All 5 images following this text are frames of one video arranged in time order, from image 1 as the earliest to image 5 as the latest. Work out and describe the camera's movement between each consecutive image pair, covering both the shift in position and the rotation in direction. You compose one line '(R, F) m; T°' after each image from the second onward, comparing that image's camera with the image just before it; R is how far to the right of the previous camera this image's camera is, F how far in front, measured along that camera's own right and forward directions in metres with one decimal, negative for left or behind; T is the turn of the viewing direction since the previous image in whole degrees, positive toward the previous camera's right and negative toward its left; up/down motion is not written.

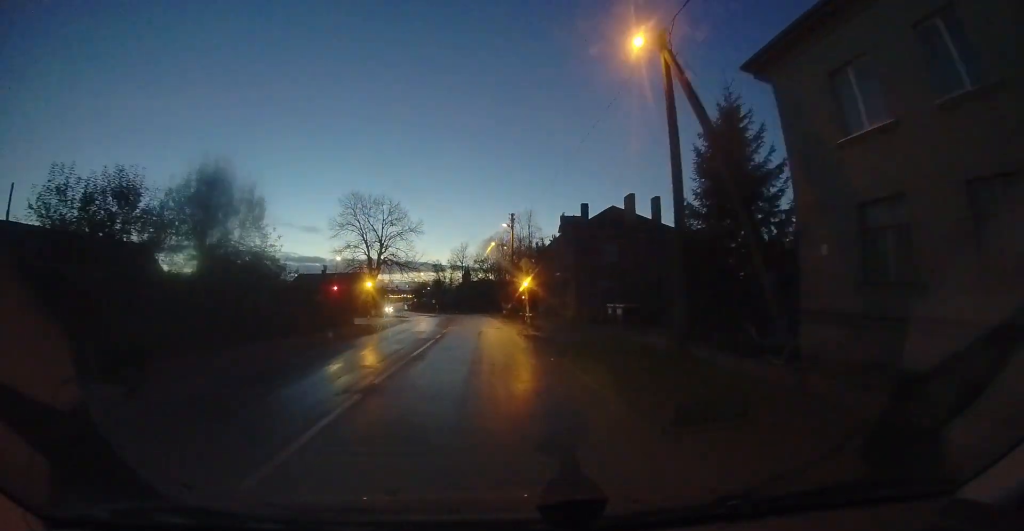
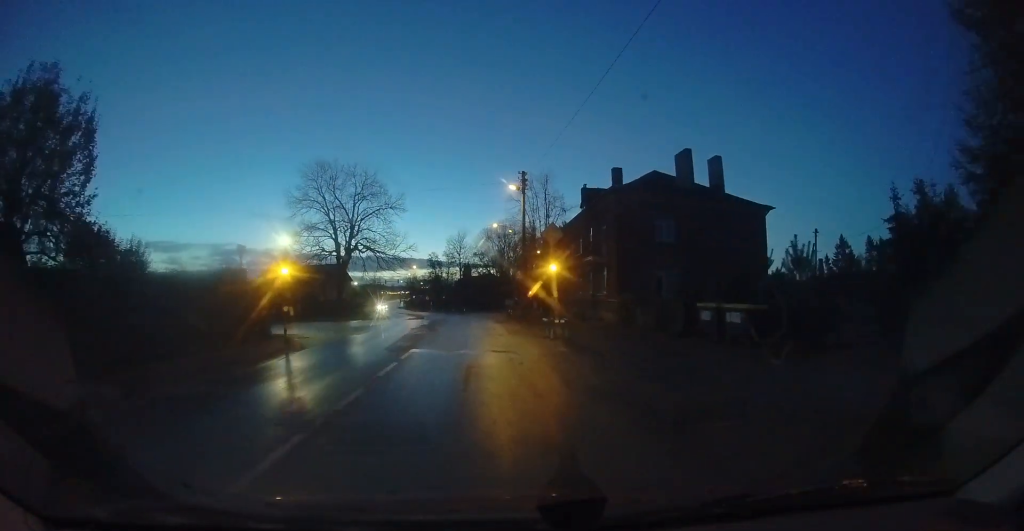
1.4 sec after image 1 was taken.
(-1.0, +10.4) m; -6°
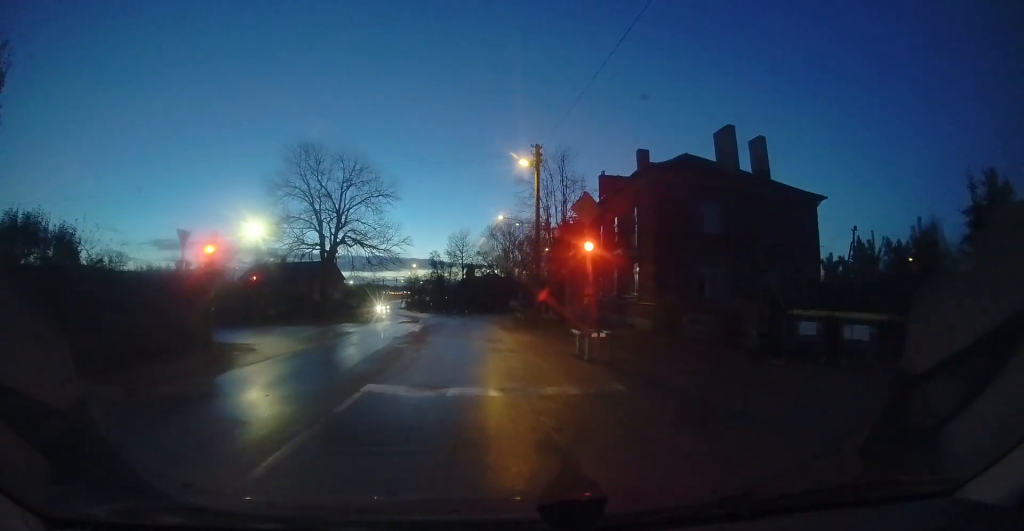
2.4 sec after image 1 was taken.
(+0.2, +5.0) m; -3°
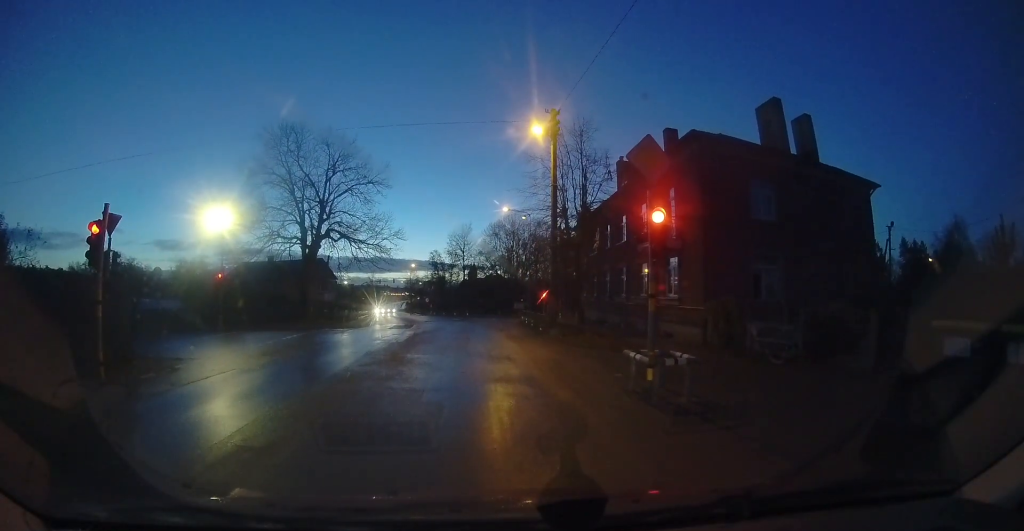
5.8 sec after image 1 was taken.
(+0.1, +3.6) m; +4°
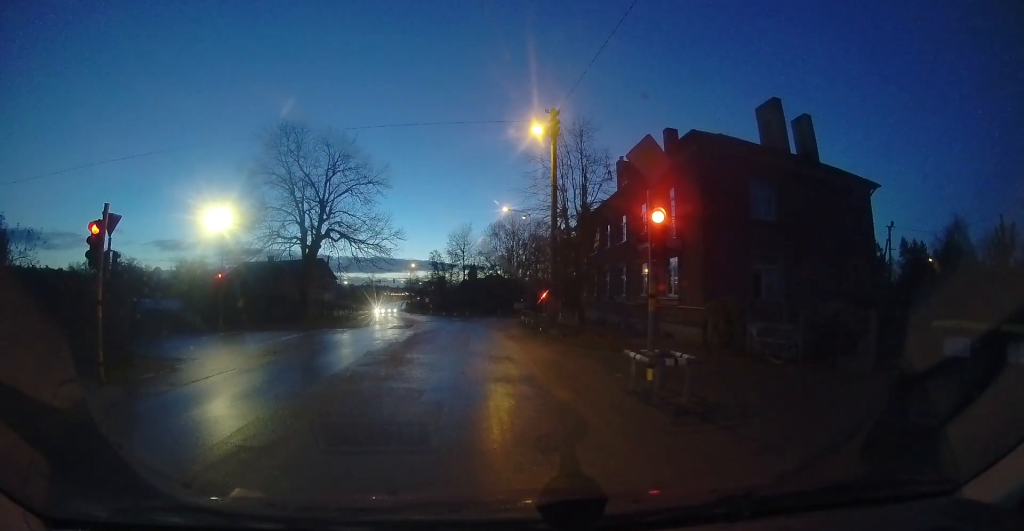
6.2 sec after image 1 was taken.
(-0.1, 0.0) m; 0°
